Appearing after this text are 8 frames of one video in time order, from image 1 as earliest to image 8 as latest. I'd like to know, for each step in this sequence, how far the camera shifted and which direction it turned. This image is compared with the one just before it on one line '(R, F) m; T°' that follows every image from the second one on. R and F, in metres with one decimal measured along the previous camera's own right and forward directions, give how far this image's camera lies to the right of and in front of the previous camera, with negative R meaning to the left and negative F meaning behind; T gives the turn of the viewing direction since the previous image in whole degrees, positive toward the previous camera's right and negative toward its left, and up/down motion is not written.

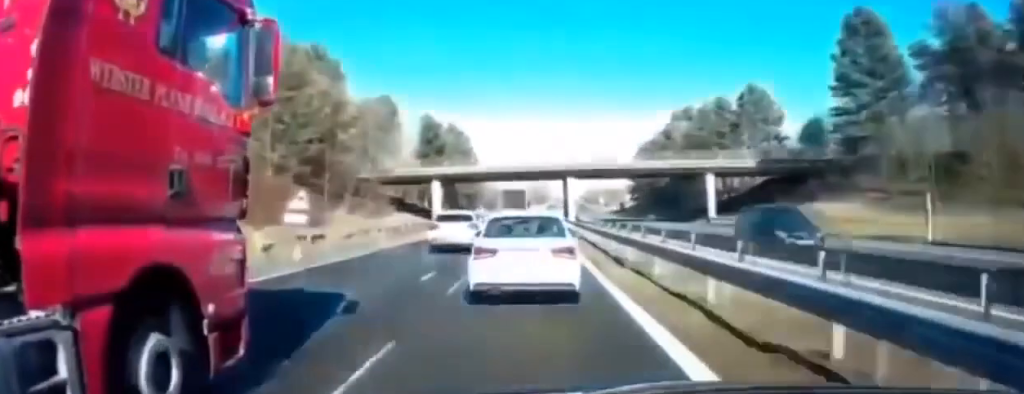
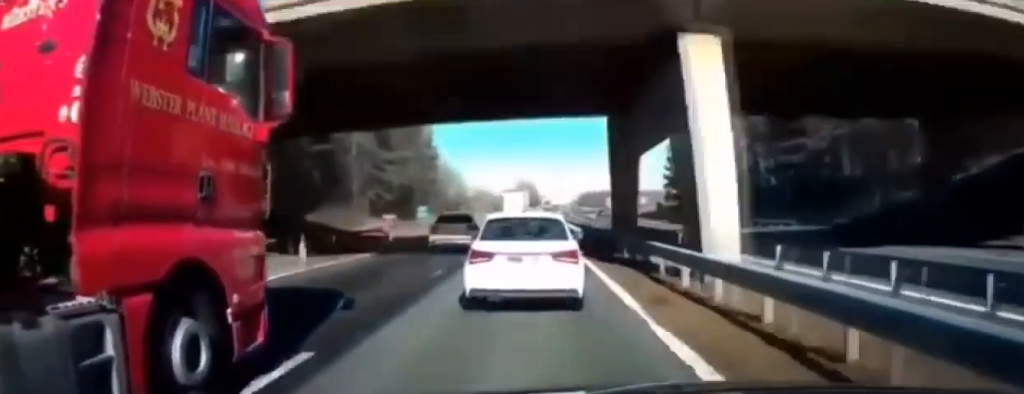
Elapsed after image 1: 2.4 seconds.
(+0.3, +52.0) m; 0°
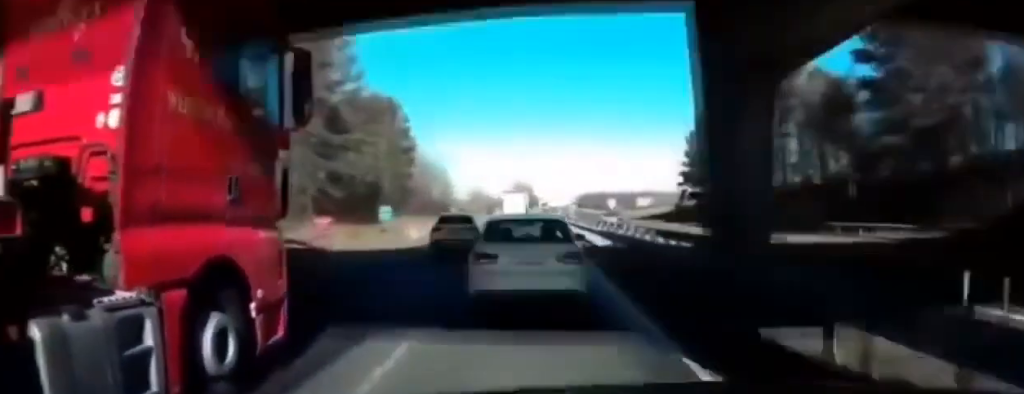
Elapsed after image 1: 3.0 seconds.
(-0.1, +13.7) m; +1°
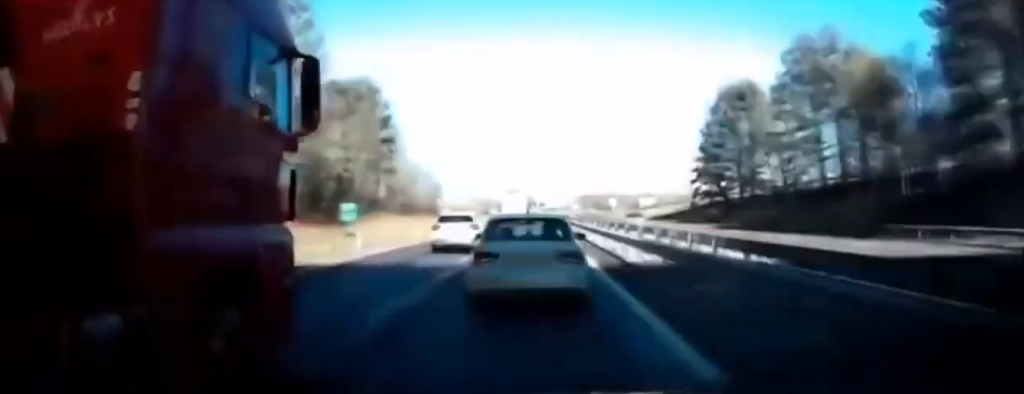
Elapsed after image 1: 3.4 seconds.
(+0.2, +8.6) m; +1°
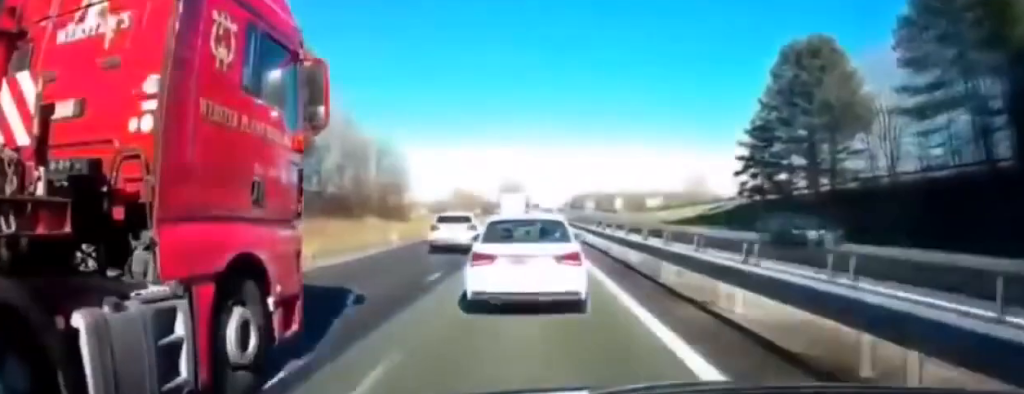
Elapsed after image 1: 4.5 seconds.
(+0.3, +22.0) m; +1°
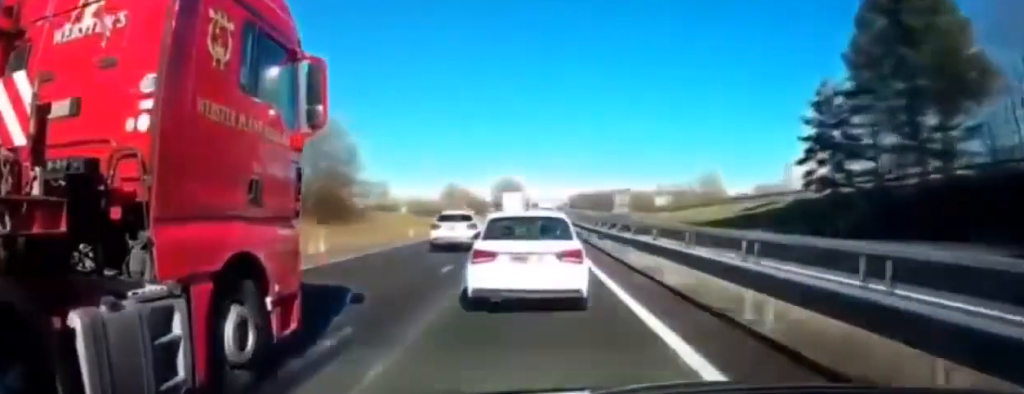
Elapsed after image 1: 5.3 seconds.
(+0.2, +17.6) m; 0°
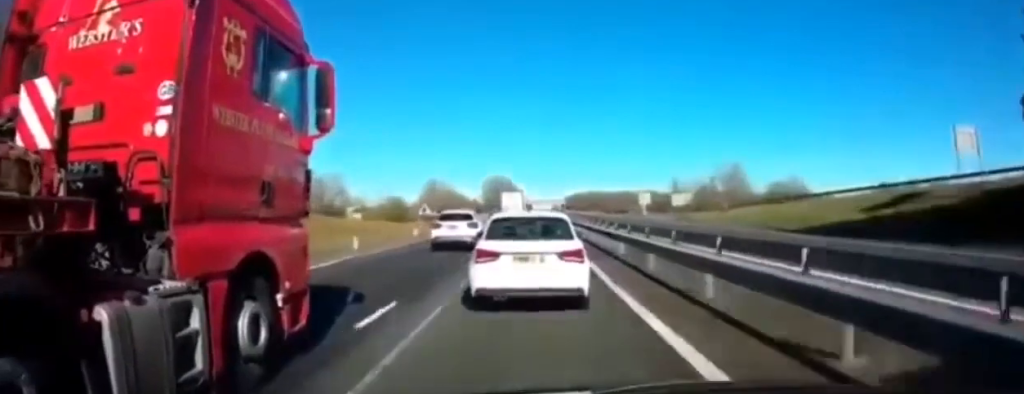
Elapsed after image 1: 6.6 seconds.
(-0.1, +27.4) m; 0°
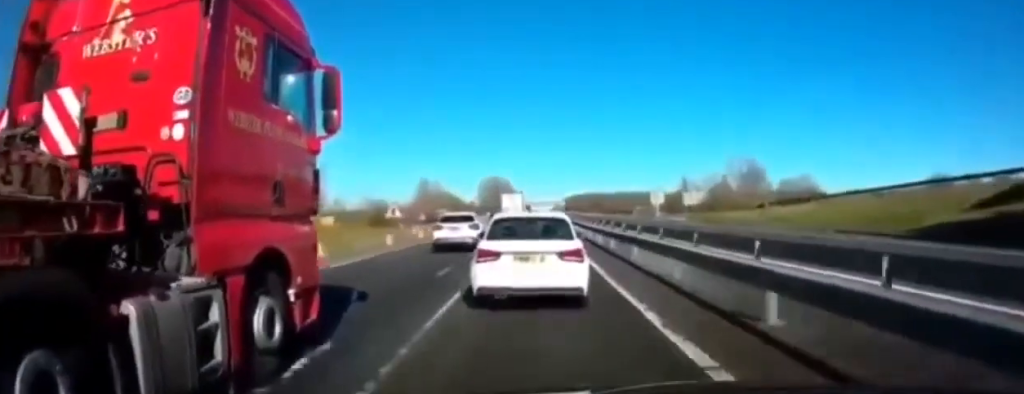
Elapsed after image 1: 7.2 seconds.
(+0.1, +12.5) m; +1°
